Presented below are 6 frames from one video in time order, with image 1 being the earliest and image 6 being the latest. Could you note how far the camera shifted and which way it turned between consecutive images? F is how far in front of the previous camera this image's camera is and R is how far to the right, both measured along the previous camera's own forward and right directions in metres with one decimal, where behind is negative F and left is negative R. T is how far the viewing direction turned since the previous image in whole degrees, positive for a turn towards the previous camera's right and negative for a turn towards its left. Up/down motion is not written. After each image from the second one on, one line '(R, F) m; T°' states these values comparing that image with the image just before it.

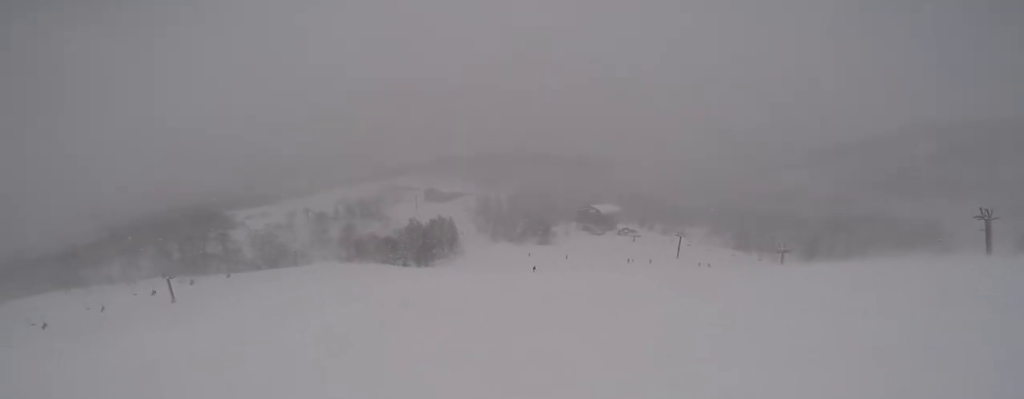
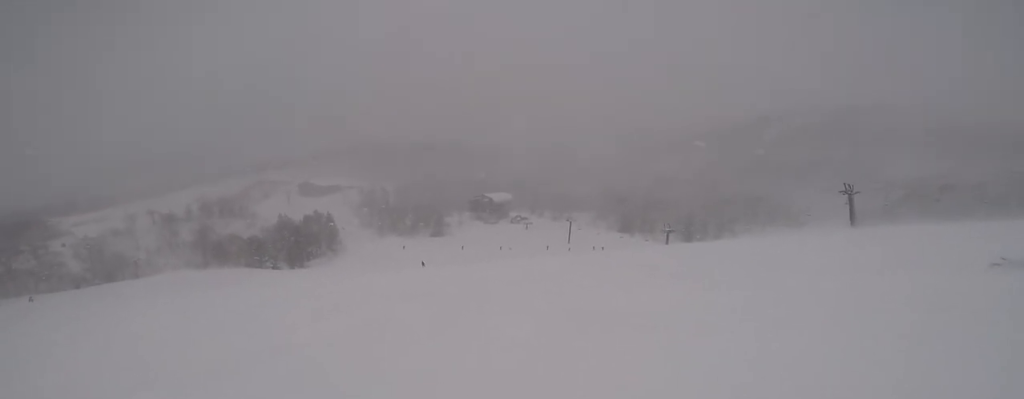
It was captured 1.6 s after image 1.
(0.0, +5.6) m; +22°
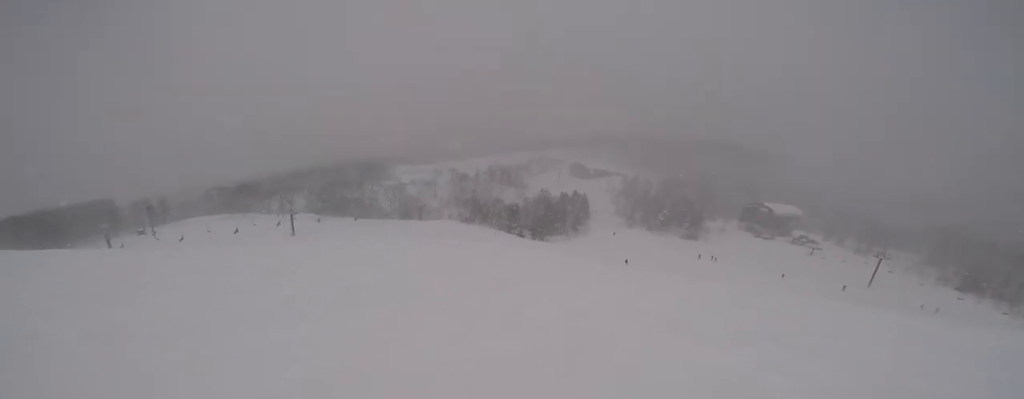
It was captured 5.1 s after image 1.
(+0.2, +13.1) m; -34°
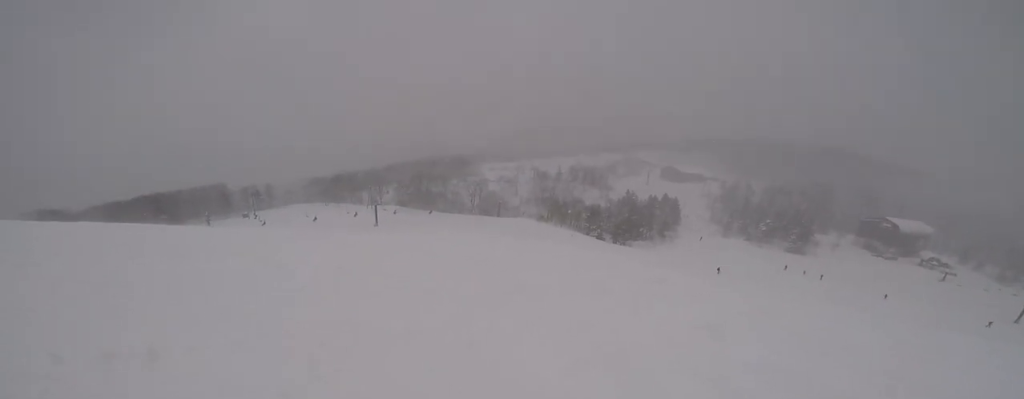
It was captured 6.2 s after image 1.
(-1.9, +4.1) m; -31°
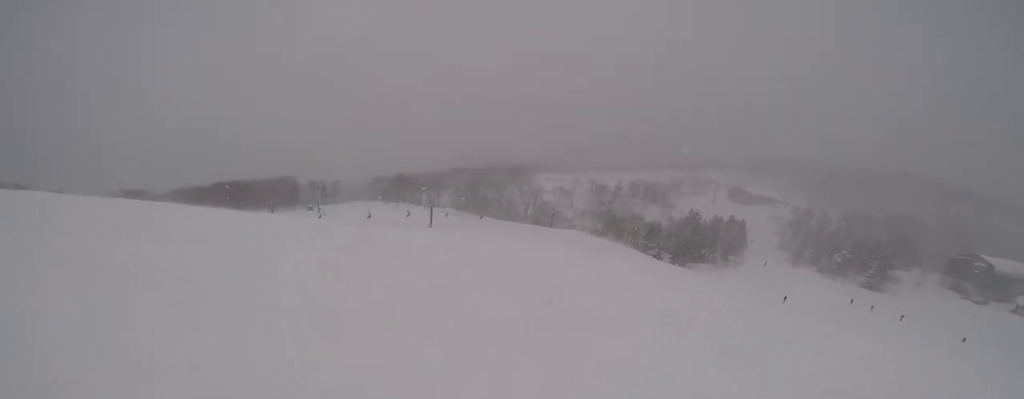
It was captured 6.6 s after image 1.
(-0.1, +2.0) m; -5°
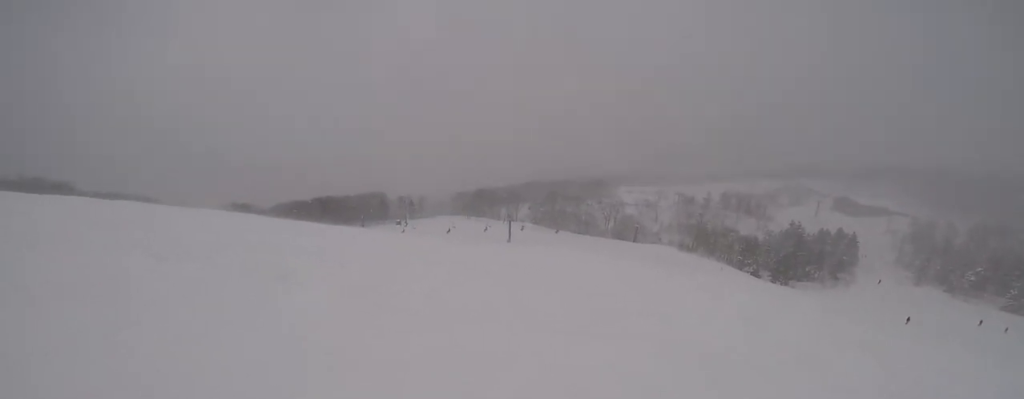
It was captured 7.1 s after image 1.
(-0.1, +1.8) m; -7°
